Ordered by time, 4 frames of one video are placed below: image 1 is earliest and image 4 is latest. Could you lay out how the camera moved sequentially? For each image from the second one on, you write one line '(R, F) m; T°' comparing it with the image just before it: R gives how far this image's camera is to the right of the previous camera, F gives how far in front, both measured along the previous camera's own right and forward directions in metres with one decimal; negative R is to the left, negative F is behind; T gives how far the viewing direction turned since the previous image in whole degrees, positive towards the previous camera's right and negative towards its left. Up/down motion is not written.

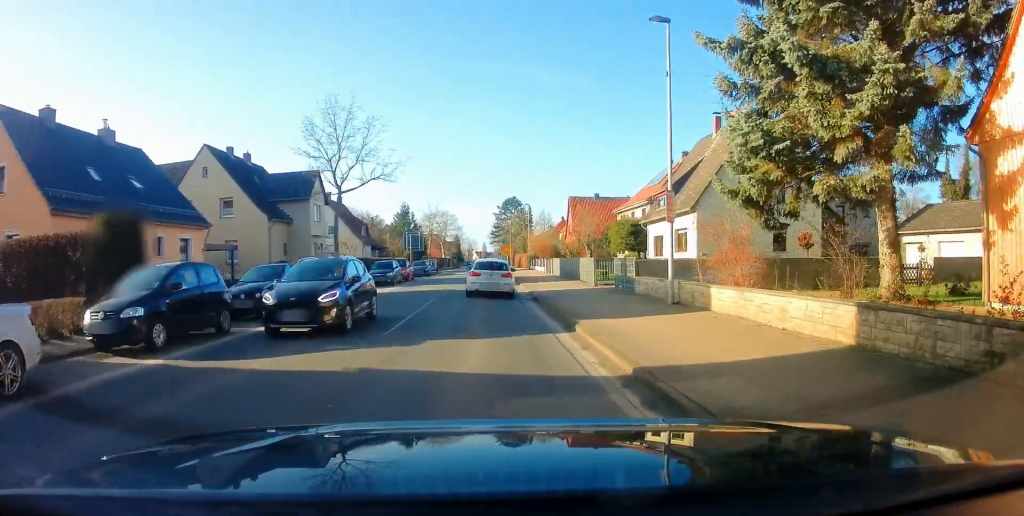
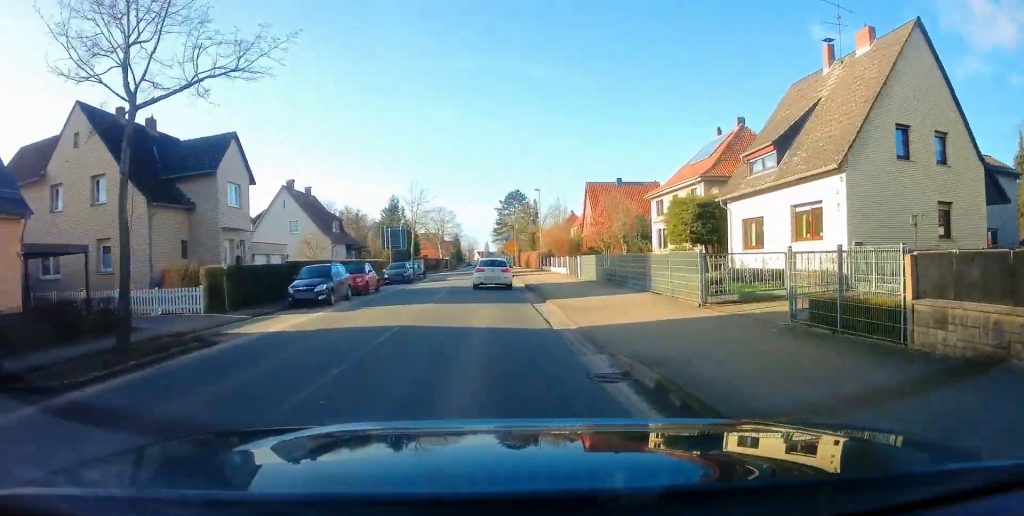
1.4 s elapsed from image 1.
(-0.1, +14.0) m; -1°
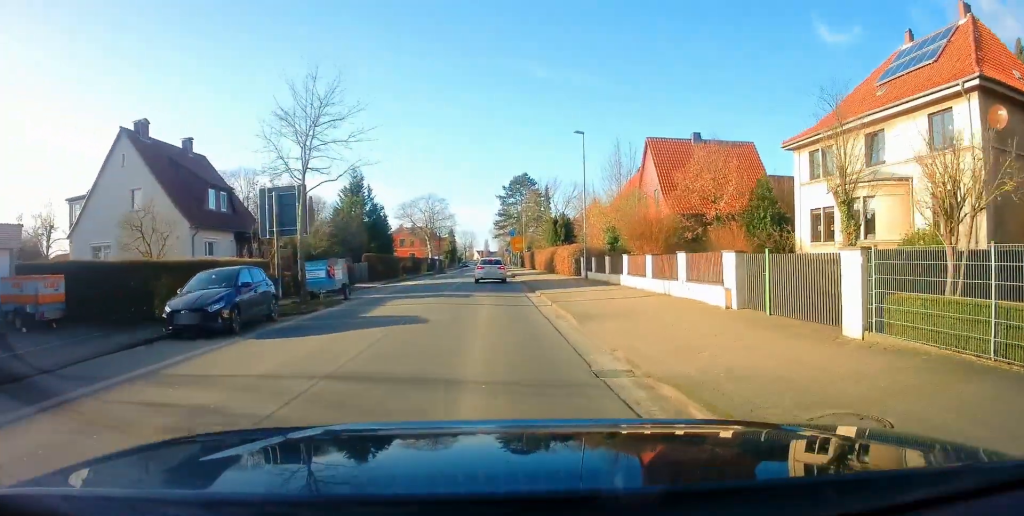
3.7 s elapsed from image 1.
(-0.3, +26.4) m; -2°
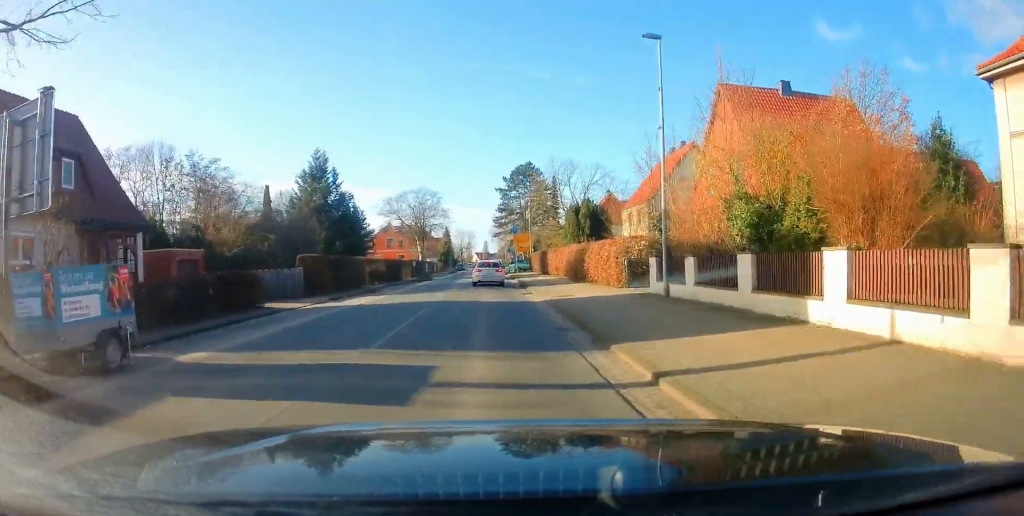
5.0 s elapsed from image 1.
(0.0, +14.5) m; +1°
